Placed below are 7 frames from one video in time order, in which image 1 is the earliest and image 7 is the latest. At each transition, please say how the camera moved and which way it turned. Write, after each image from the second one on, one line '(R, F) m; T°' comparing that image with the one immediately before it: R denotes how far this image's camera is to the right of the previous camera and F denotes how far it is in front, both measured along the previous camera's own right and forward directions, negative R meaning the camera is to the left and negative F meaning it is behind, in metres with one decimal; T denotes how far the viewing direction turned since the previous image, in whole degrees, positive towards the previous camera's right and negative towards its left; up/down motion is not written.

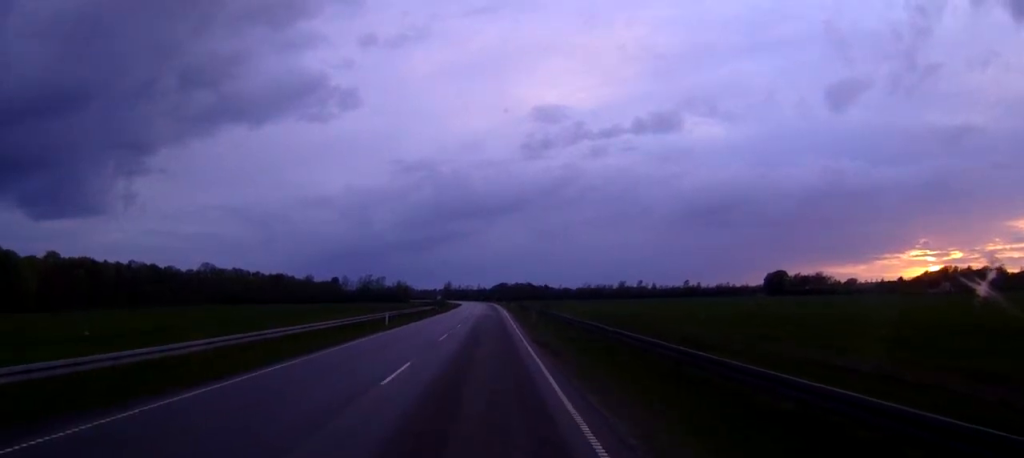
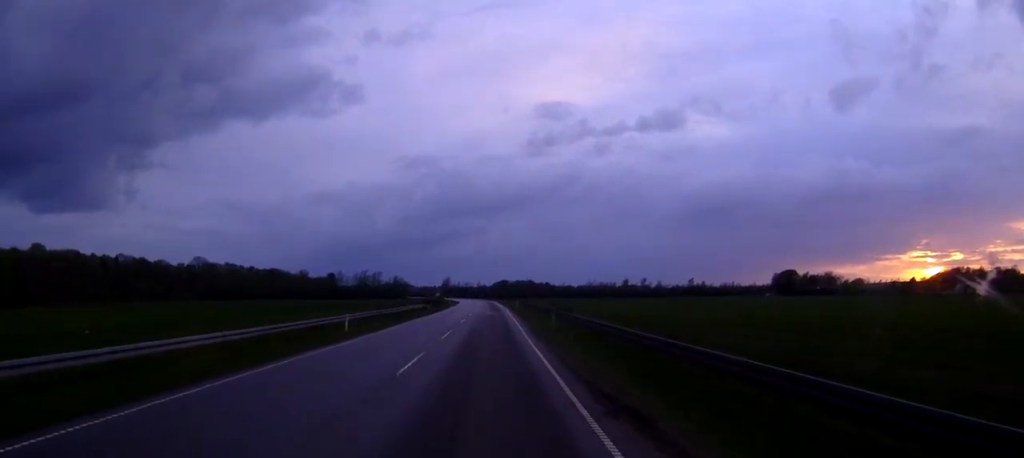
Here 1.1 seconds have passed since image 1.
(0.0, +14.9) m; +1°
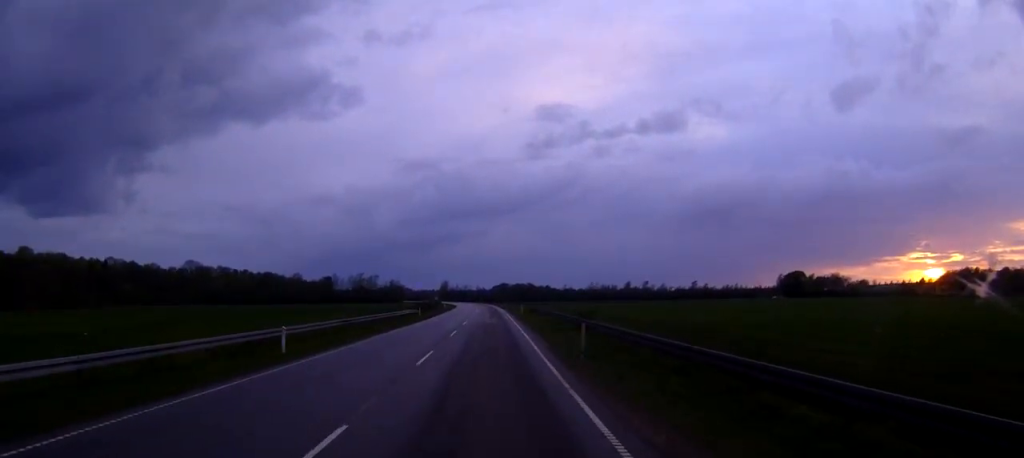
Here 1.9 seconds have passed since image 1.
(+0.1, +11.5) m; 0°
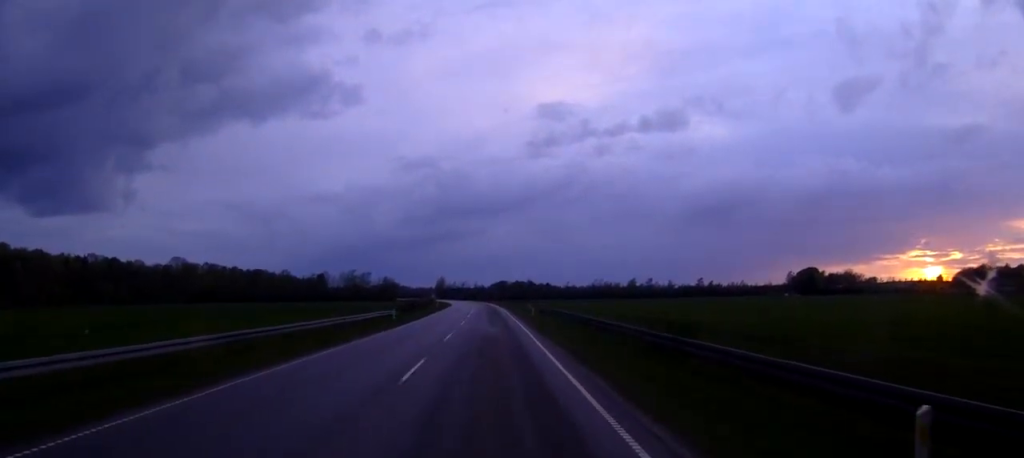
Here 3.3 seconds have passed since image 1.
(0.0, +20.0) m; 0°
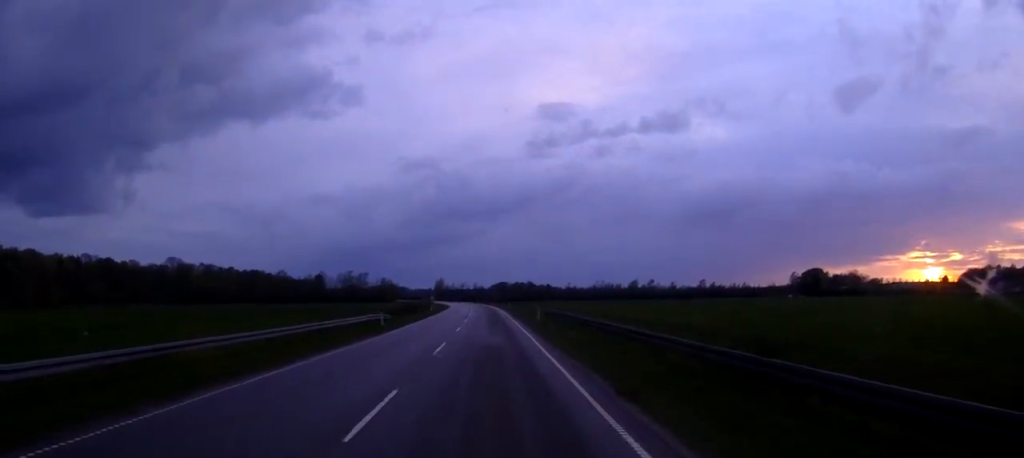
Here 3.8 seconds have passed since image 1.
(0.0, +6.3) m; 0°
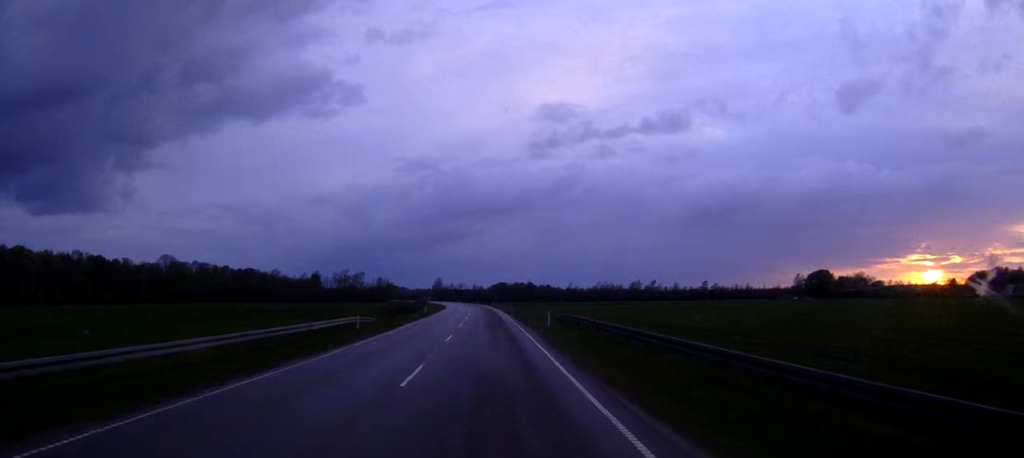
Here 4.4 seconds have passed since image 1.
(0.0, +8.8) m; 0°
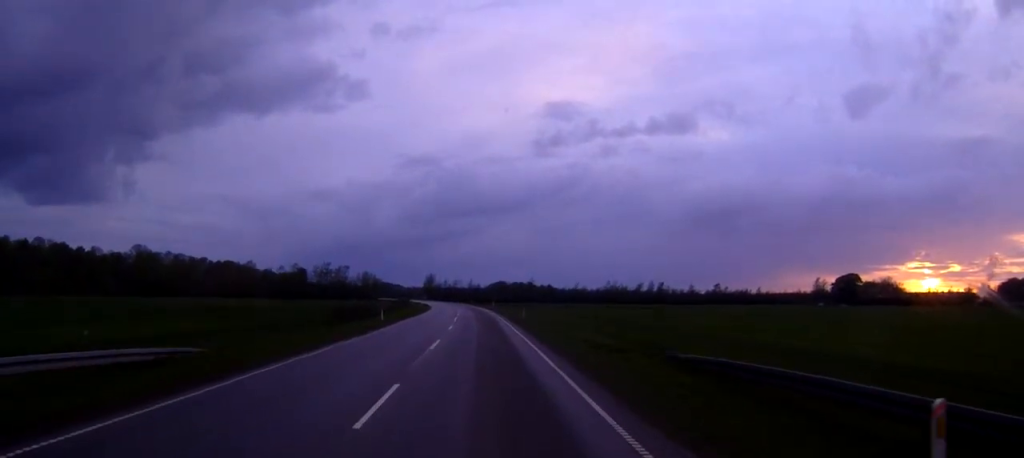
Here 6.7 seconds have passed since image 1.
(-0.3, +34.0) m; 0°
